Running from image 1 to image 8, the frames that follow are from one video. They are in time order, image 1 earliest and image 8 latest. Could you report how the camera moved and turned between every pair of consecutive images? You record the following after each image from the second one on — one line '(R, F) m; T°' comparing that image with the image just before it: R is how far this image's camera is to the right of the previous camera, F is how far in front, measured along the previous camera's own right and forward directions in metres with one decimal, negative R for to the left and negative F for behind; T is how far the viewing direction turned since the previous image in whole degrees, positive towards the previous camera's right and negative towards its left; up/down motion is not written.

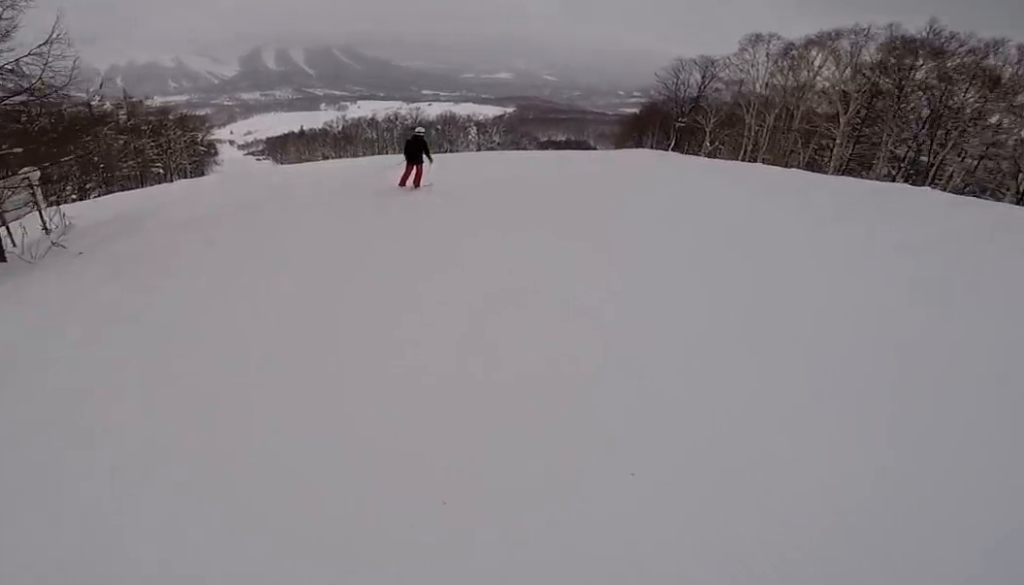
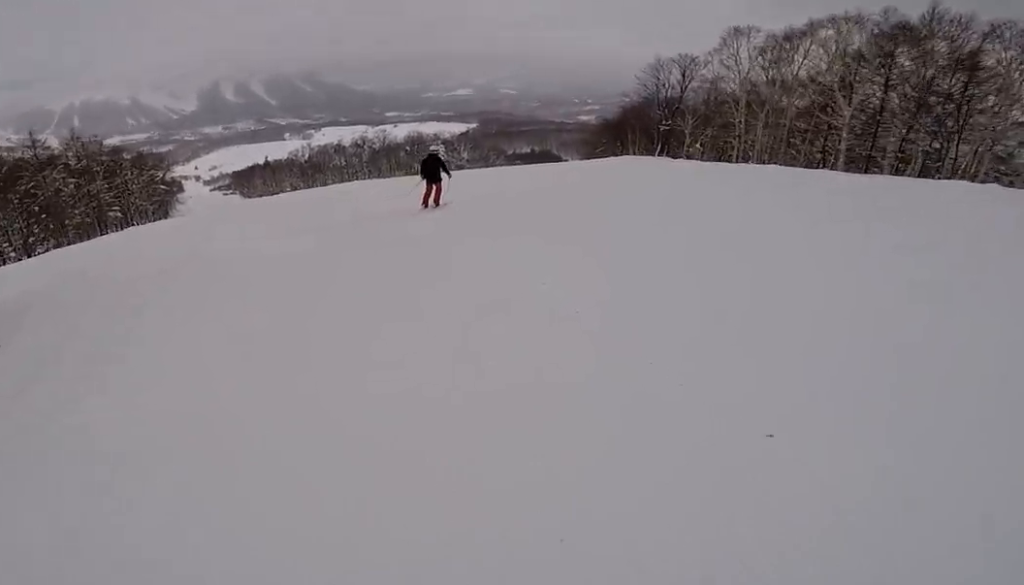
(+0.1, +3.5) m; +5°
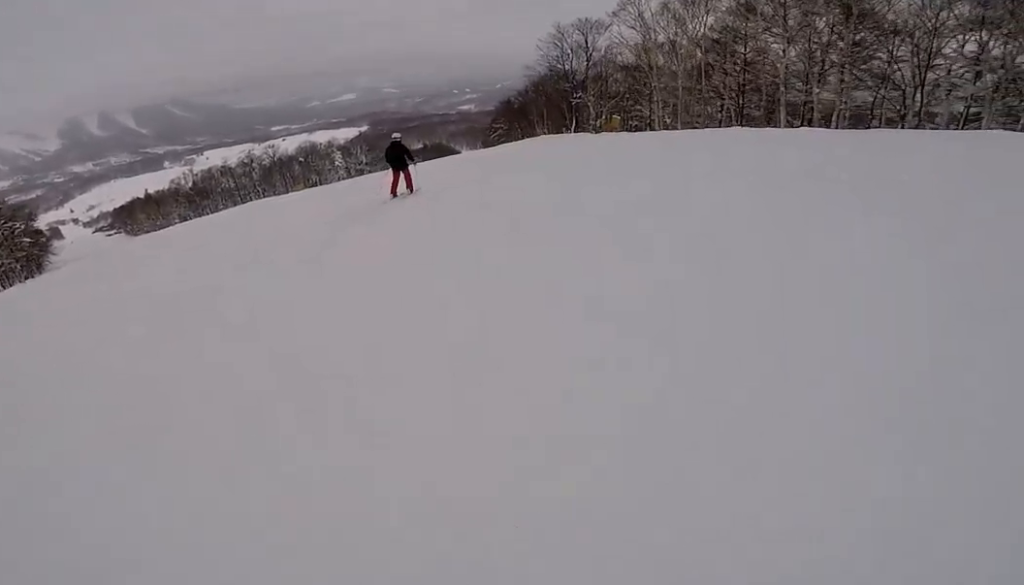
(0.0, +5.1) m; +4°
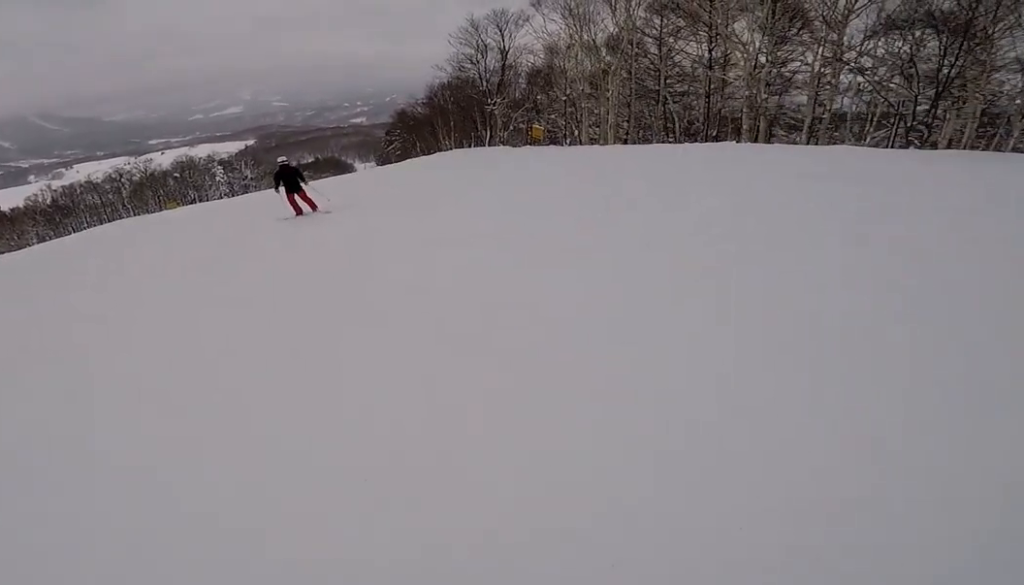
(+0.7, +6.7) m; -11°
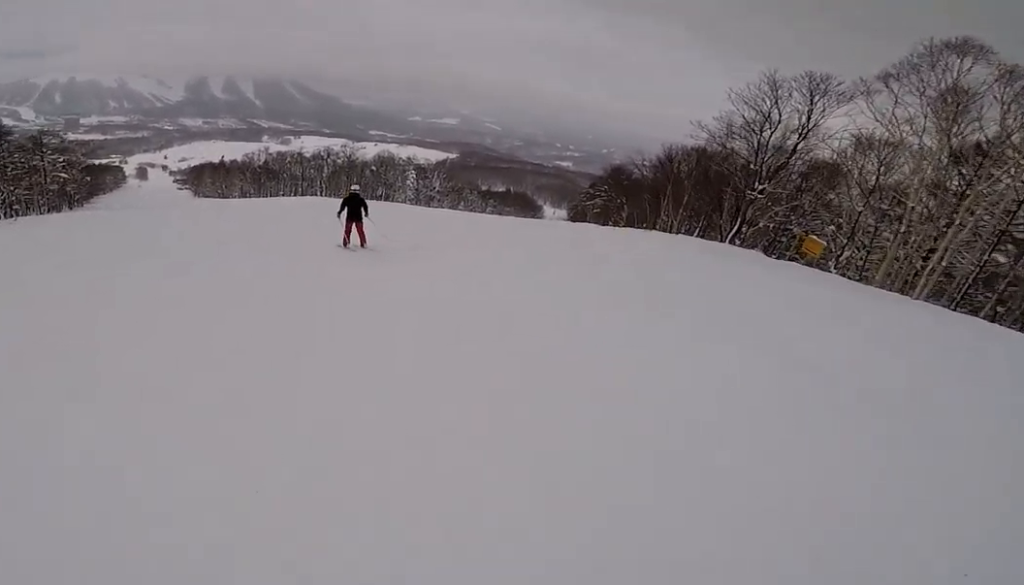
(-1.7, +5.7) m; -15°
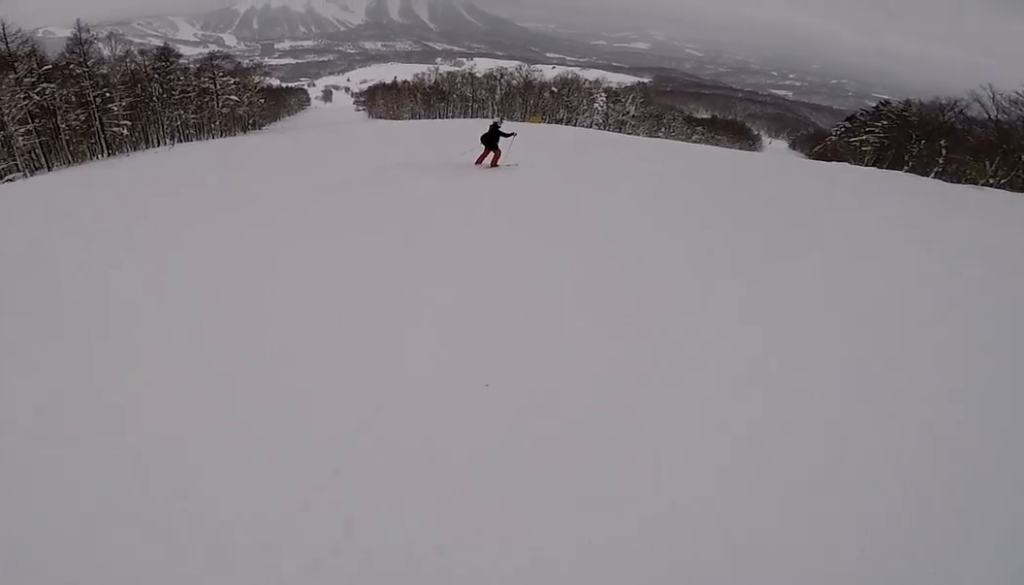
(-0.4, +11.0) m; +2°
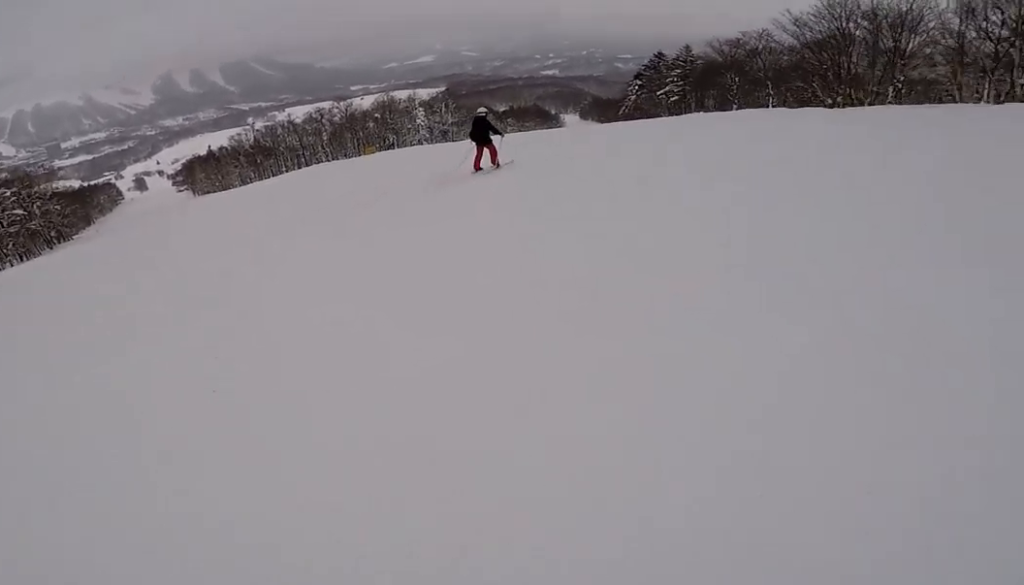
(+0.3, +6.6) m; +8°
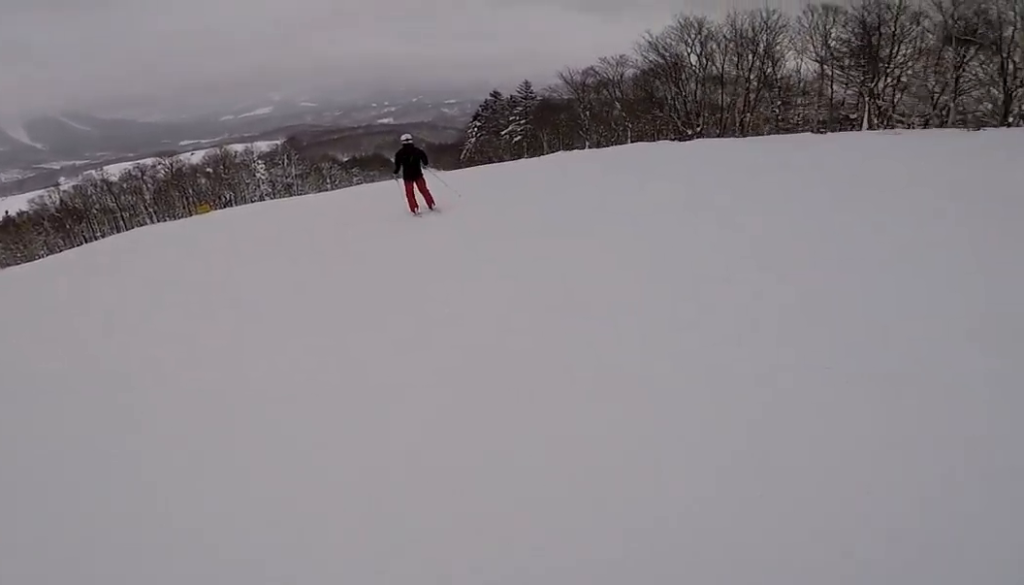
(+0.7, +6.3) m; +4°
